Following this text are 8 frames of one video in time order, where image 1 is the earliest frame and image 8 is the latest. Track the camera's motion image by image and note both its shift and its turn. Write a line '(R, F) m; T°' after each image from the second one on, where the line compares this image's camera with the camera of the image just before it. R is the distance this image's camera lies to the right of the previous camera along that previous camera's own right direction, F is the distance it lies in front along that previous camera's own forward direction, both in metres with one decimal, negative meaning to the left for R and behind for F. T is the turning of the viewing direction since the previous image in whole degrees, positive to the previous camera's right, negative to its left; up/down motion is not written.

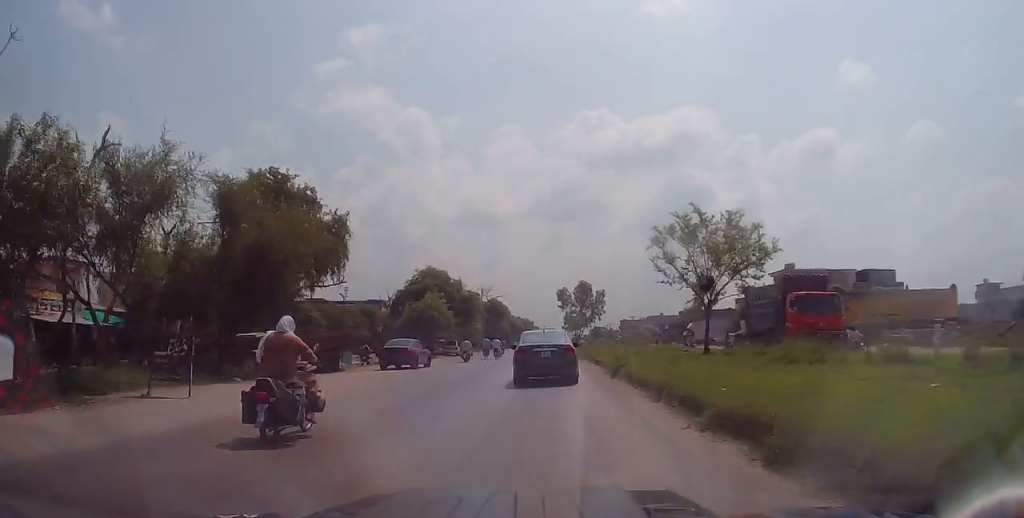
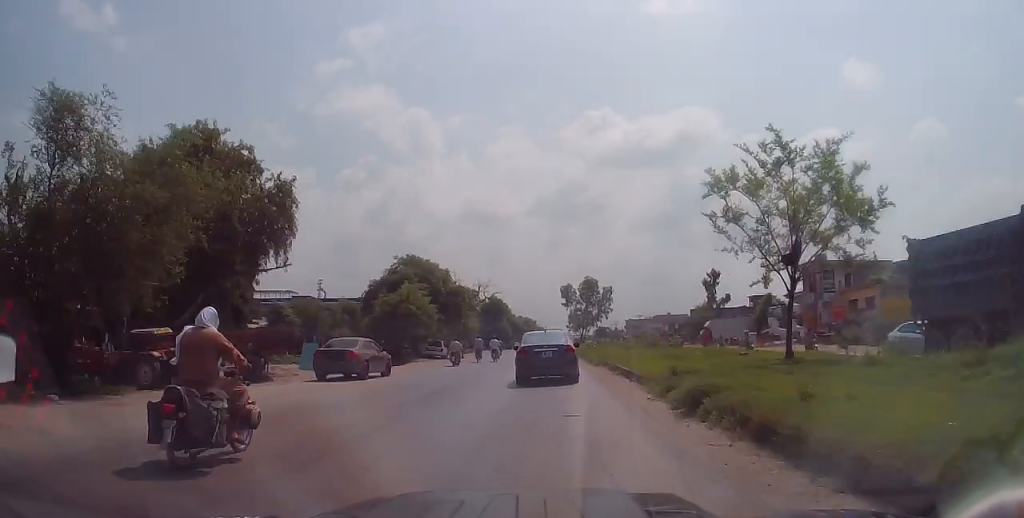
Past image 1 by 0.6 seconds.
(-0.3, +9.0) m; 0°
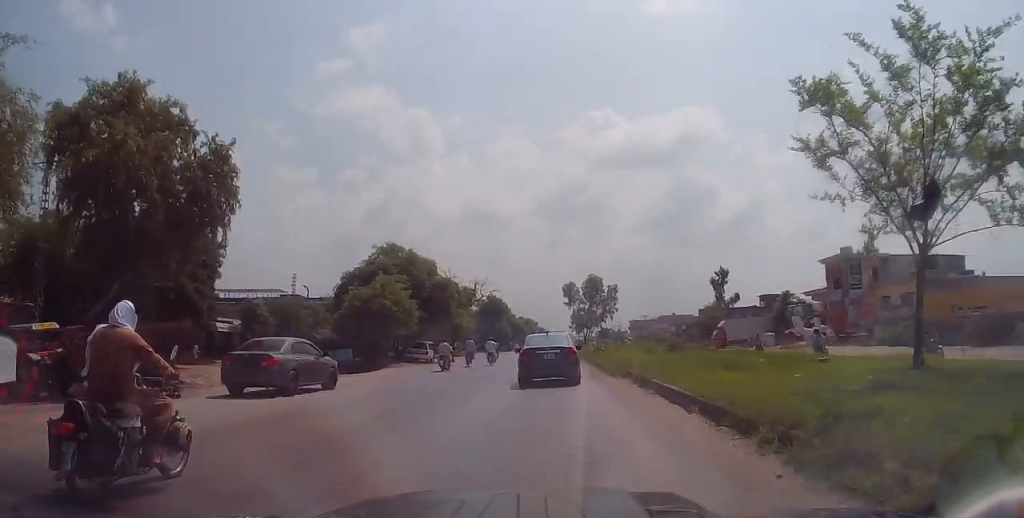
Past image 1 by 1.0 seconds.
(-0.1, +6.5) m; 0°
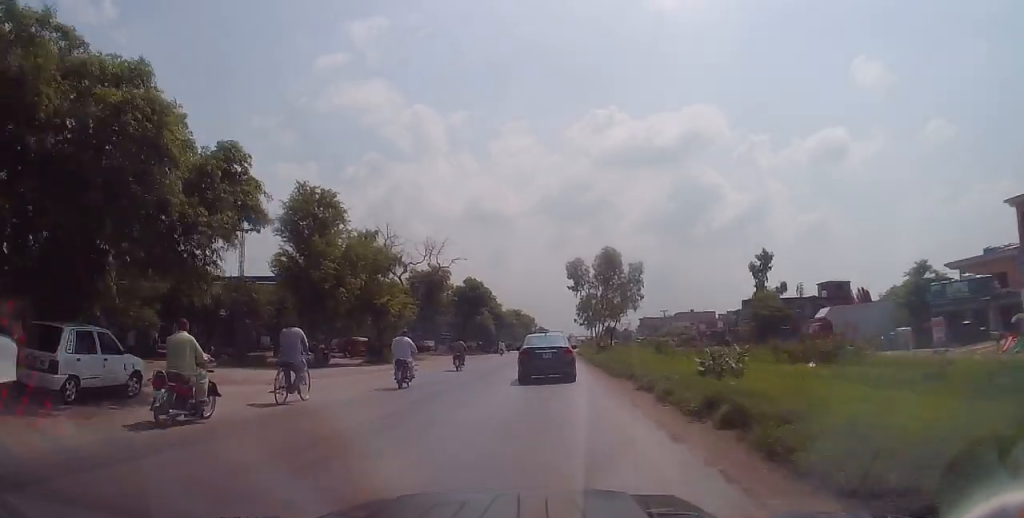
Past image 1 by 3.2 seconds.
(+0.5, +32.8) m; 0°
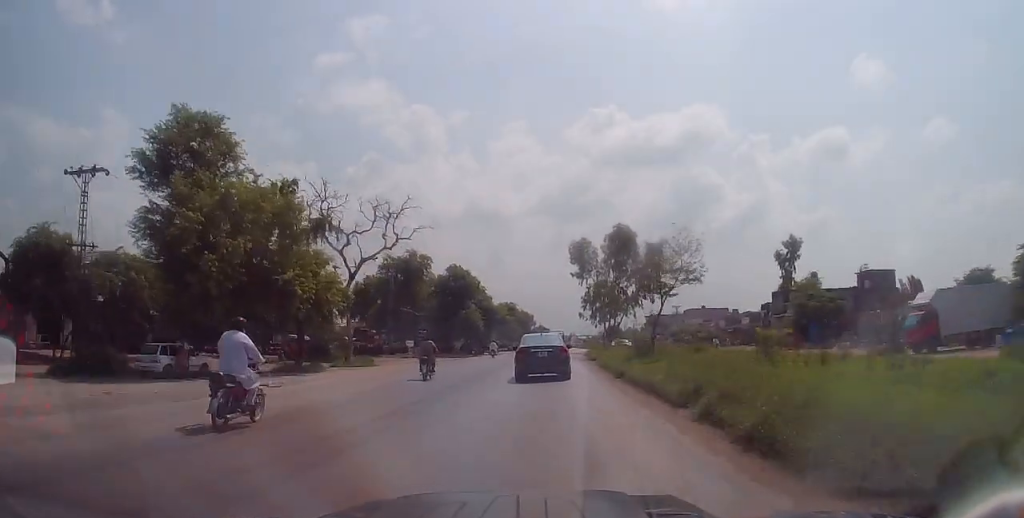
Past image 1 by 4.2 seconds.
(-0.1, +15.1) m; 0°
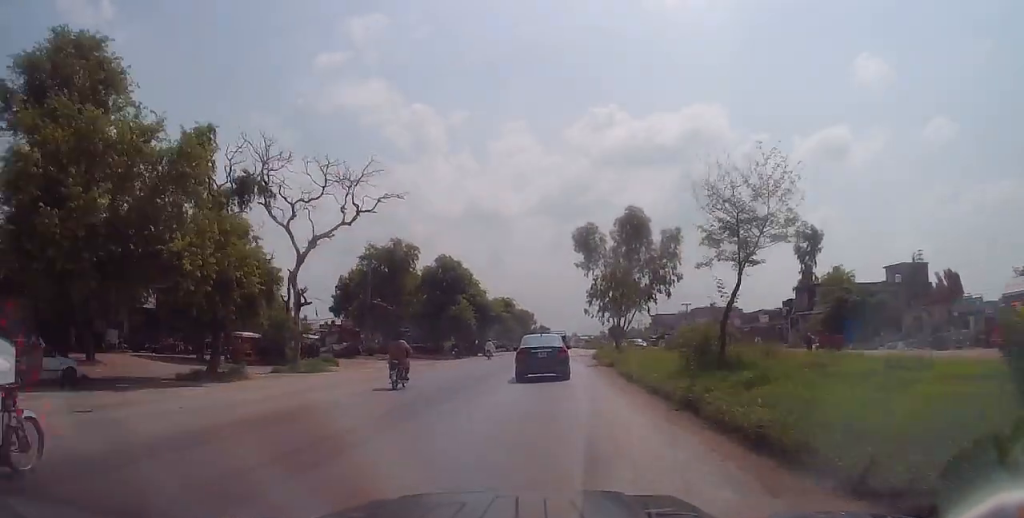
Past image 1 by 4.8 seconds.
(+0.3, +8.7) m; 0°
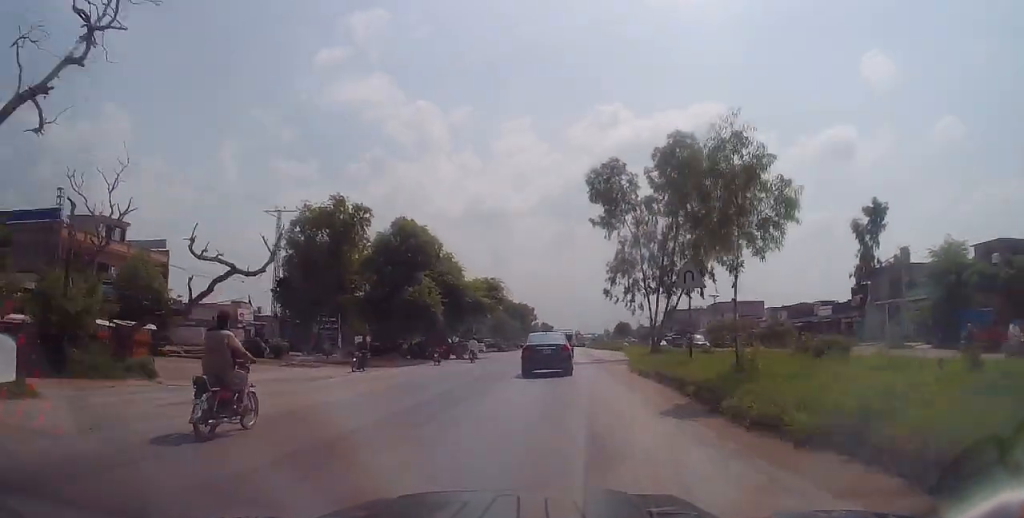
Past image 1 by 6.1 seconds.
(-0.4, +20.5) m; 0°
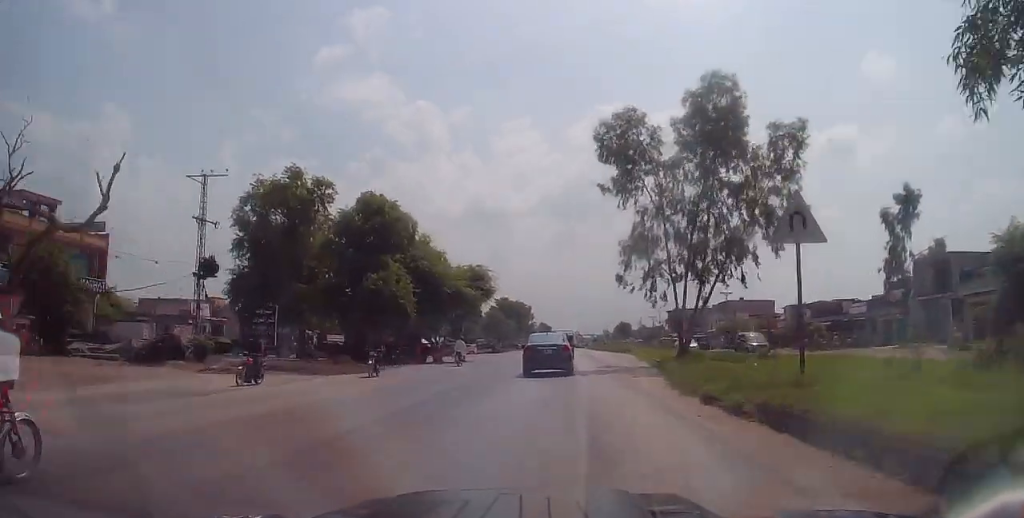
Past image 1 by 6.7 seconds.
(+0.3, +8.7) m; 0°
